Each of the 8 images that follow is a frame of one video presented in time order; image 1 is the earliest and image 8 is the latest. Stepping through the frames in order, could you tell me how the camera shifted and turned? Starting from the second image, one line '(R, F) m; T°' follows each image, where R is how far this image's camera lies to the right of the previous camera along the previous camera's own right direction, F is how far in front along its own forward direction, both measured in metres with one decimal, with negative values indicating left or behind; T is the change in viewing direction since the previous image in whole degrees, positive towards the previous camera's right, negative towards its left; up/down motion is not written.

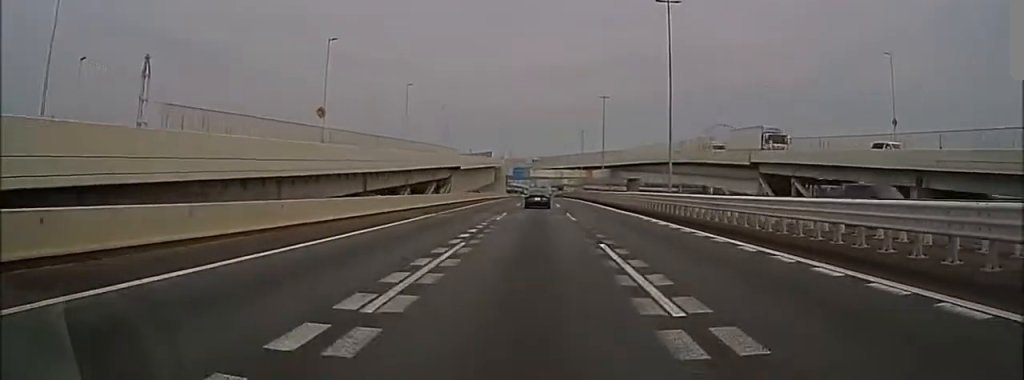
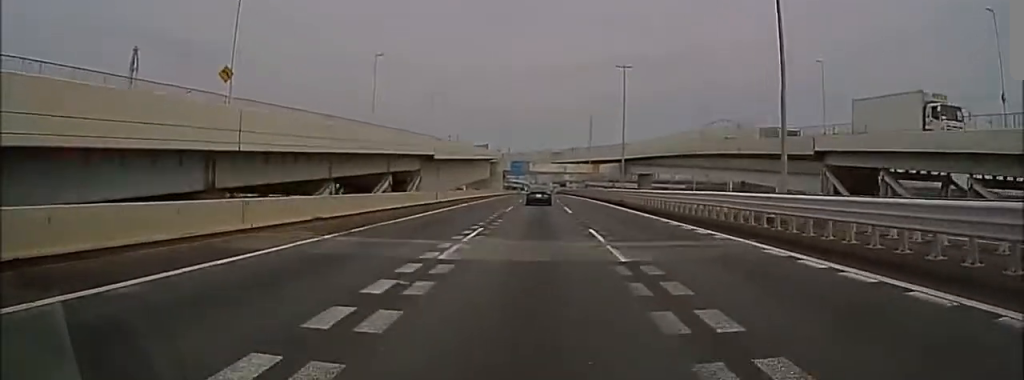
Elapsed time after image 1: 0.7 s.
(-0.1, +15.4) m; 0°
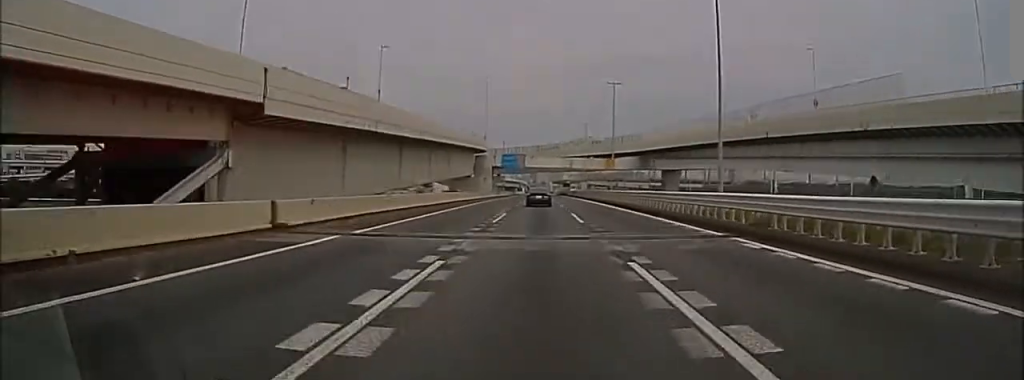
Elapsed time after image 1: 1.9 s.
(-0.1, +28.2) m; 0°
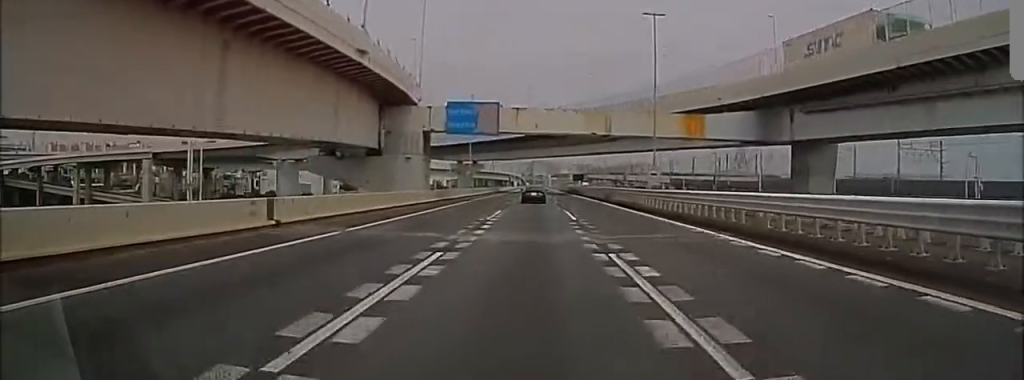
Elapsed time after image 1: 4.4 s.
(0.0, +60.2) m; 0°
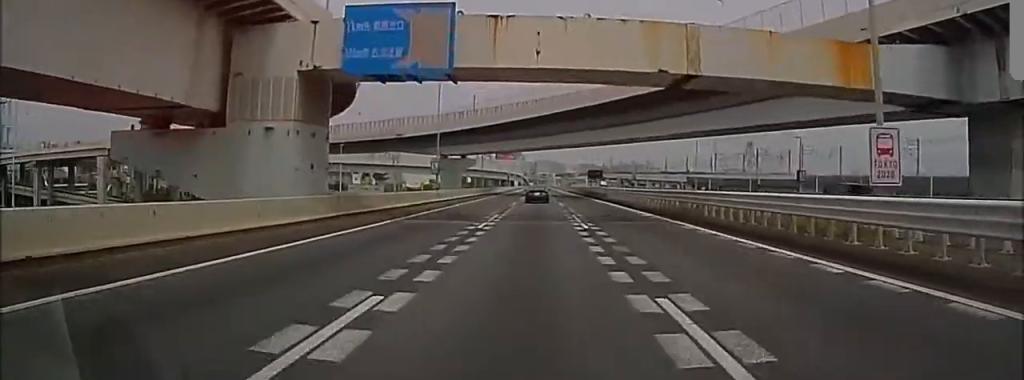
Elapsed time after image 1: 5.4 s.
(0.0, +24.7) m; 0°
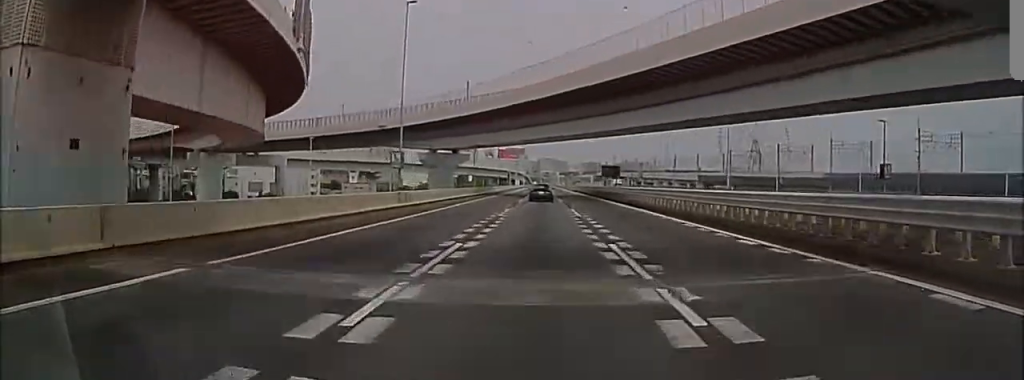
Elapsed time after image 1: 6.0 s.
(0.0, +14.4) m; 0°
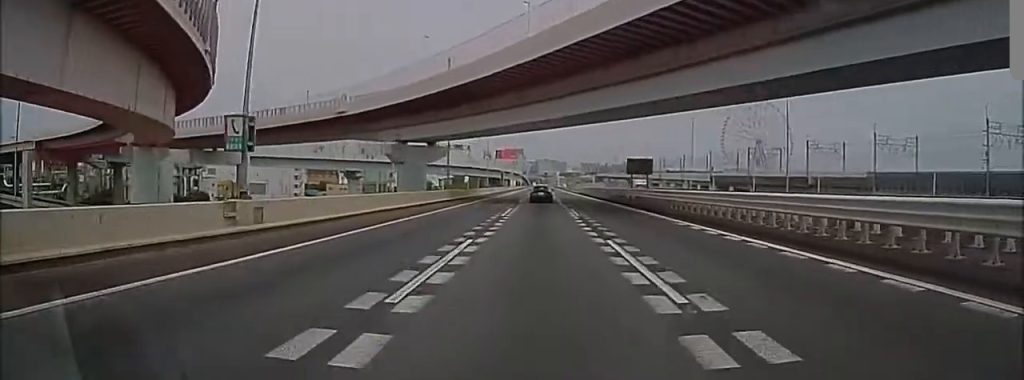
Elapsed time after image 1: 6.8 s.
(0.0, +19.2) m; 0°
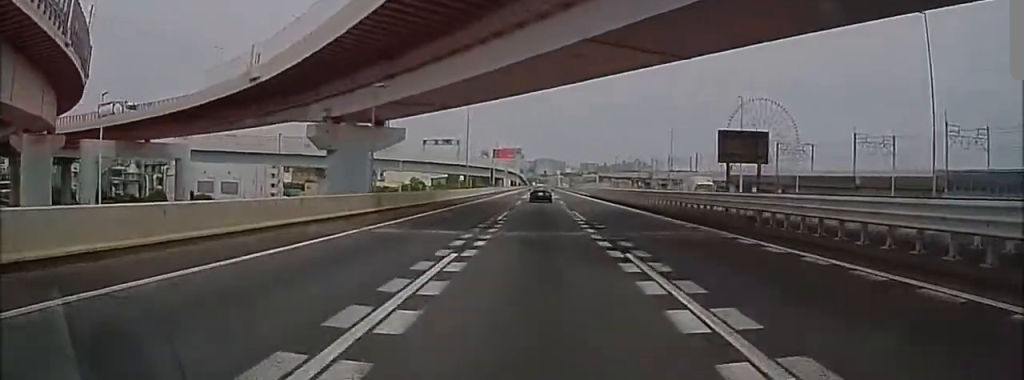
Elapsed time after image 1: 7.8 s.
(0.0, +23.3) m; 0°
